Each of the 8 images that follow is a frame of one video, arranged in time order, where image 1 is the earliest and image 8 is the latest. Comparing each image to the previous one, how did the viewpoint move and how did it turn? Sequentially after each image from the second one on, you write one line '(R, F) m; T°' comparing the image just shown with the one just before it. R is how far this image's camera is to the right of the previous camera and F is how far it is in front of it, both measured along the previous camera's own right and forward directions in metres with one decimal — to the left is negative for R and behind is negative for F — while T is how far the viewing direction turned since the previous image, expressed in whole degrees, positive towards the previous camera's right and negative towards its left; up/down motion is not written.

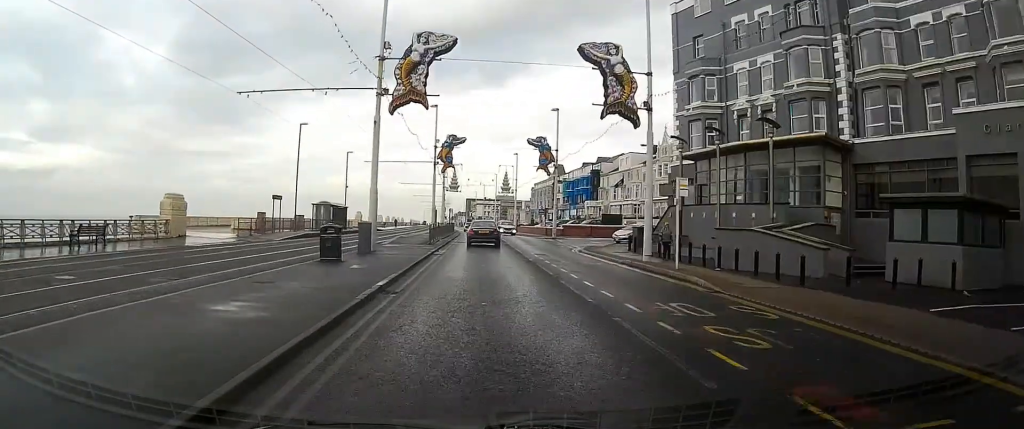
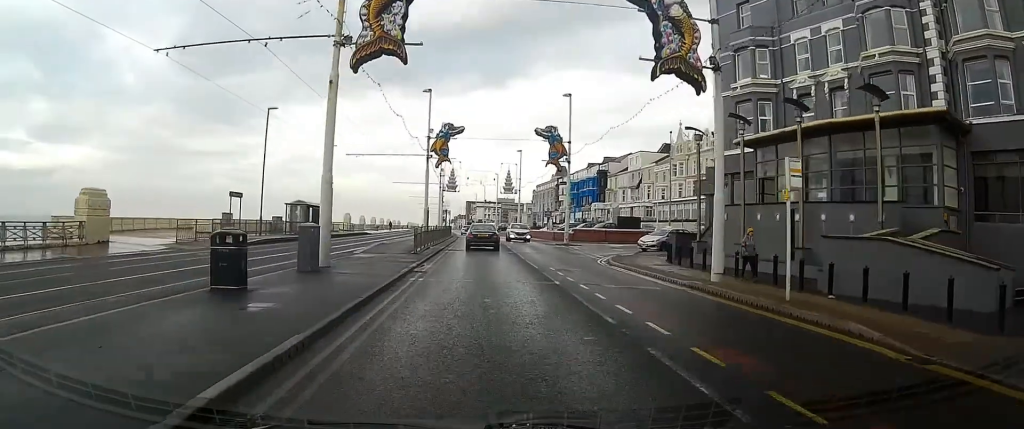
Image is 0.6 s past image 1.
(0.0, +7.7) m; 0°
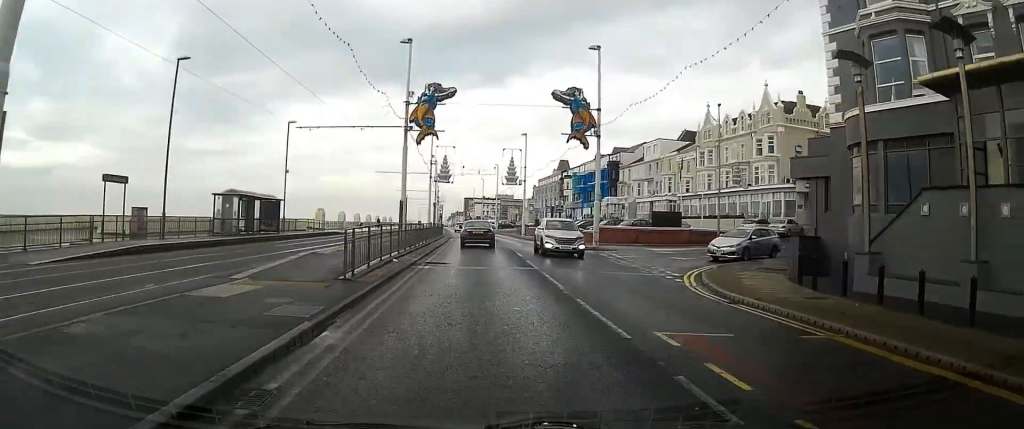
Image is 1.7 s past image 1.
(0.0, +13.1) m; 0°
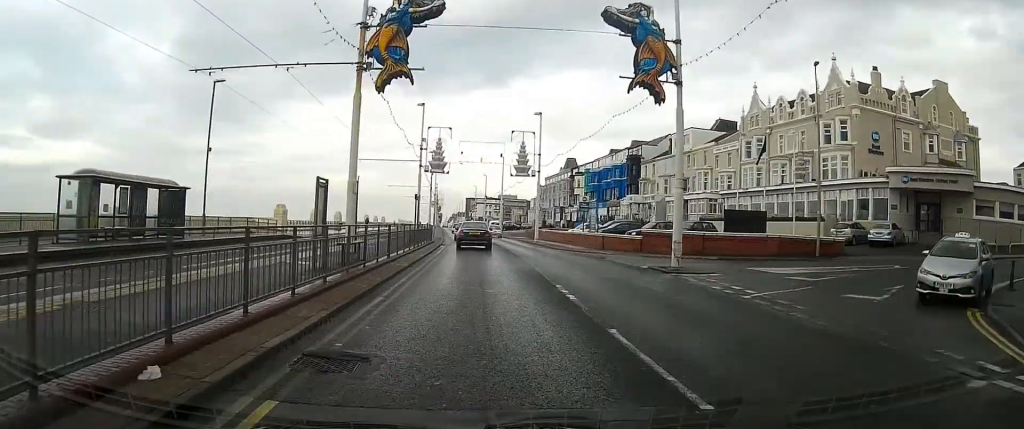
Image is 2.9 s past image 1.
(+0.1, +14.6) m; 0°
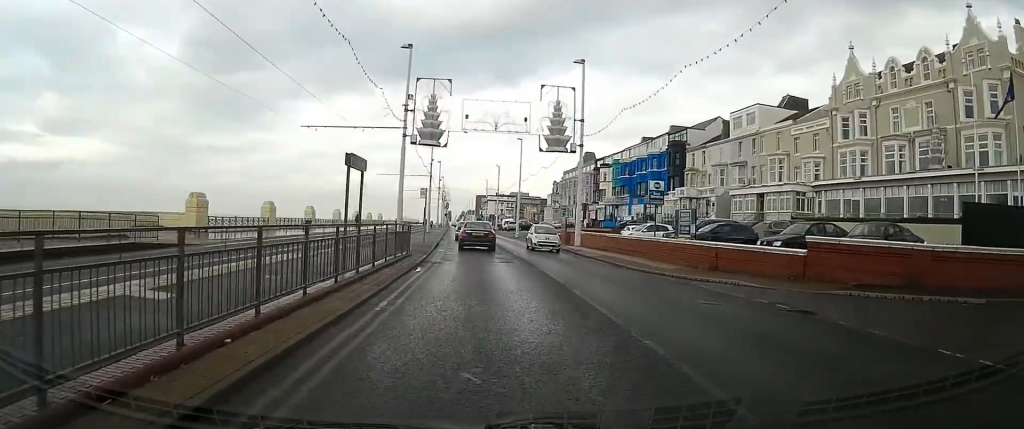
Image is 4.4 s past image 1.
(-0.2, +18.2) m; -2°
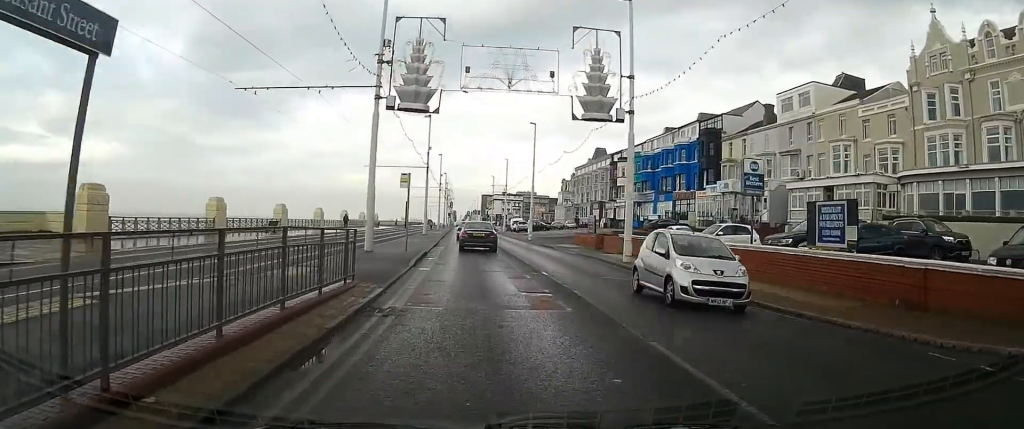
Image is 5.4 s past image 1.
(-0.1, +11.4) m; -1°
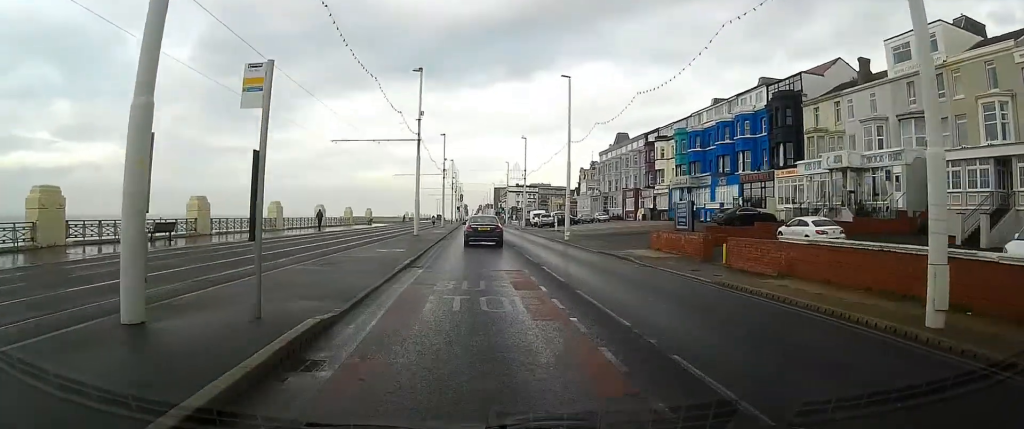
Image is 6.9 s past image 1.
(-0.2, +18.3) m; -1°
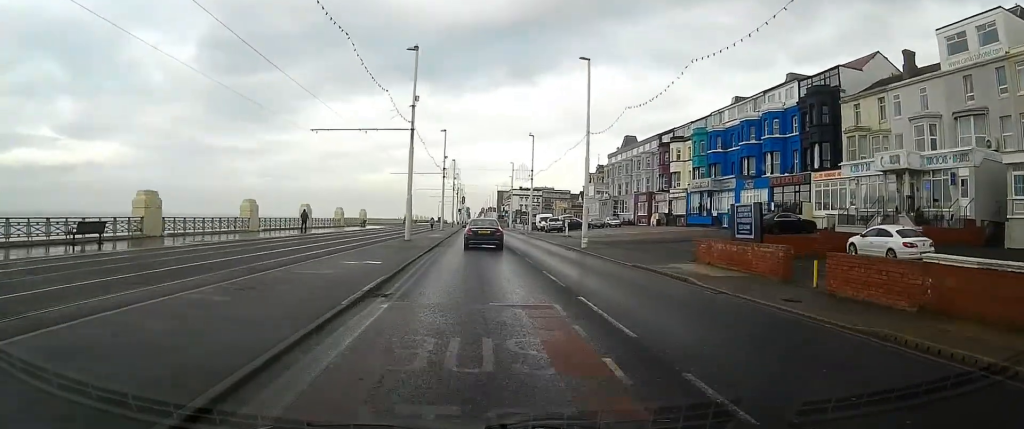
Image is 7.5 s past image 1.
(-0.1, +6.3) m; 0°
